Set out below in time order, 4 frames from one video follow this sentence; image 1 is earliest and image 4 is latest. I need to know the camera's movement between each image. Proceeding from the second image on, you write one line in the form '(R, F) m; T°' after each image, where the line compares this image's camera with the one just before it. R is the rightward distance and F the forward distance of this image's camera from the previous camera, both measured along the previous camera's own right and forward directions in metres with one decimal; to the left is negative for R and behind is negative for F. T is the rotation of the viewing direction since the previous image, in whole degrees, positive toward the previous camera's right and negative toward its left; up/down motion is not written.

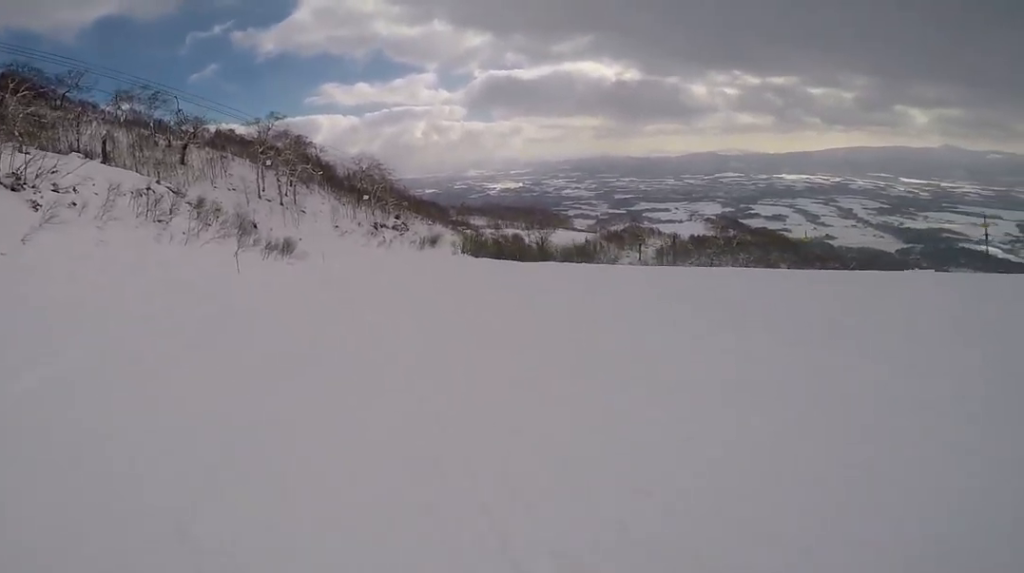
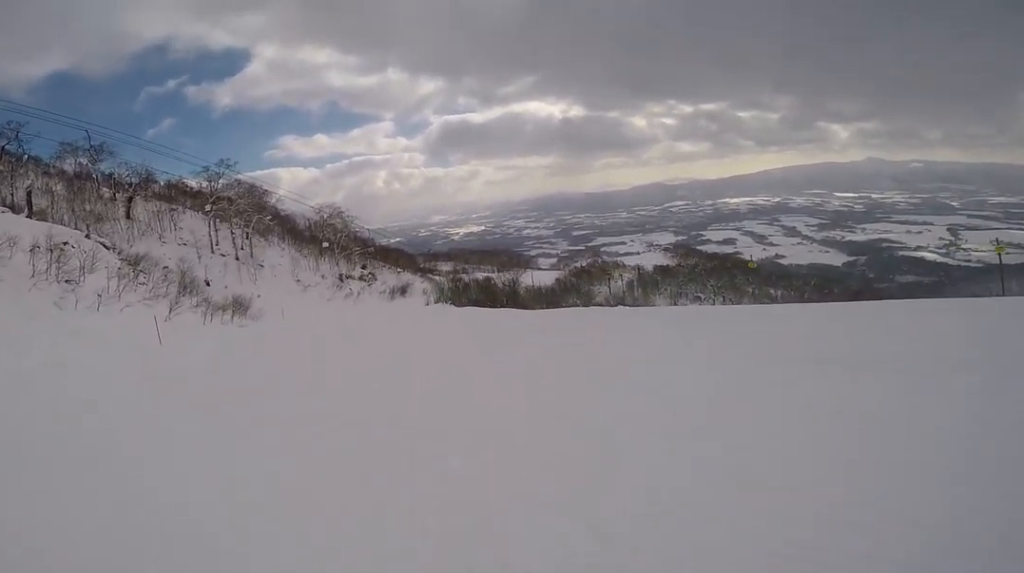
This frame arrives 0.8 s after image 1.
(+1.6, +5.5) m; +6°
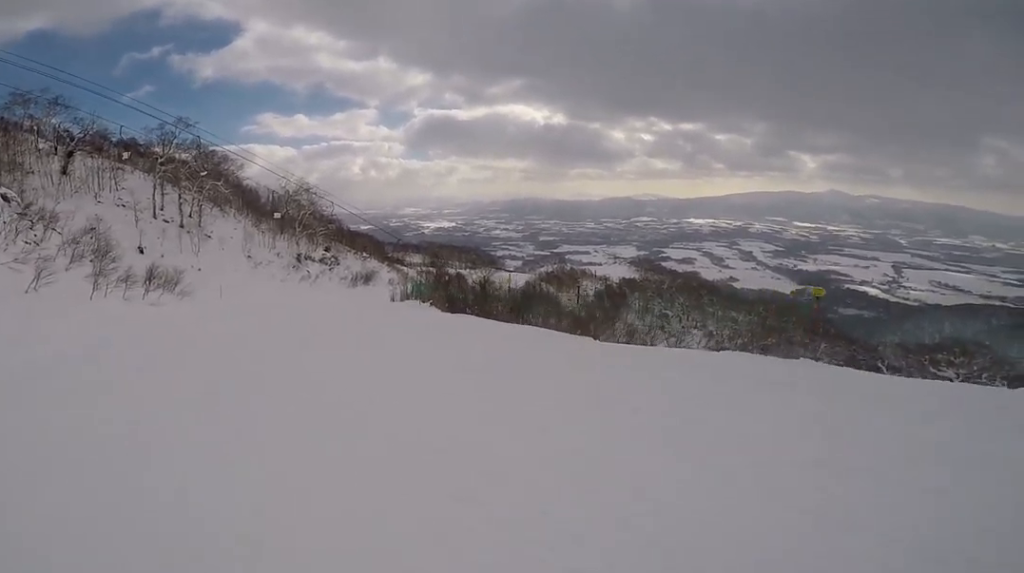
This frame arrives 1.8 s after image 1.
(-1.5, +7.4) m; -12°
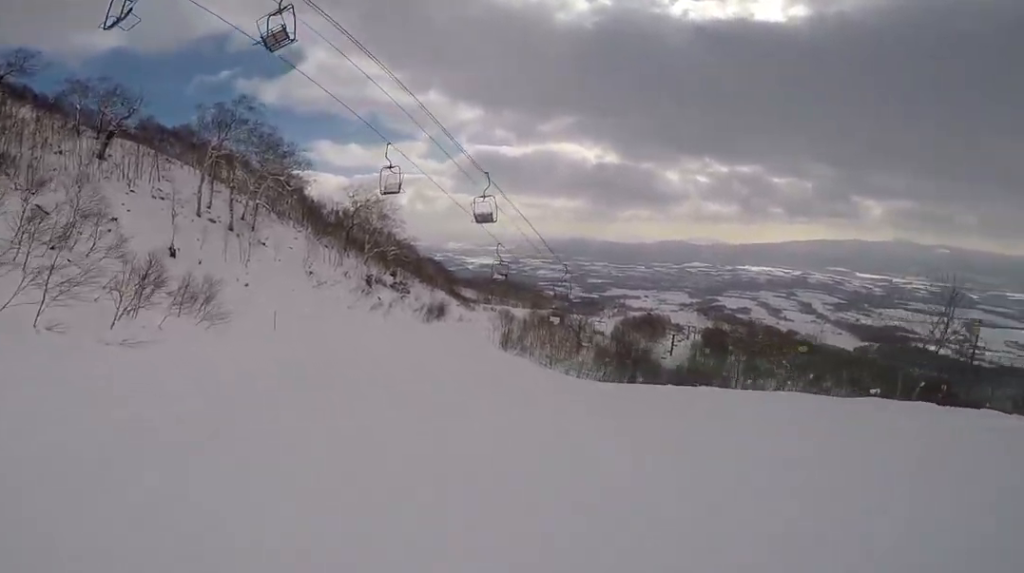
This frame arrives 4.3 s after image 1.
(0.0, +20.0) m; +10°
